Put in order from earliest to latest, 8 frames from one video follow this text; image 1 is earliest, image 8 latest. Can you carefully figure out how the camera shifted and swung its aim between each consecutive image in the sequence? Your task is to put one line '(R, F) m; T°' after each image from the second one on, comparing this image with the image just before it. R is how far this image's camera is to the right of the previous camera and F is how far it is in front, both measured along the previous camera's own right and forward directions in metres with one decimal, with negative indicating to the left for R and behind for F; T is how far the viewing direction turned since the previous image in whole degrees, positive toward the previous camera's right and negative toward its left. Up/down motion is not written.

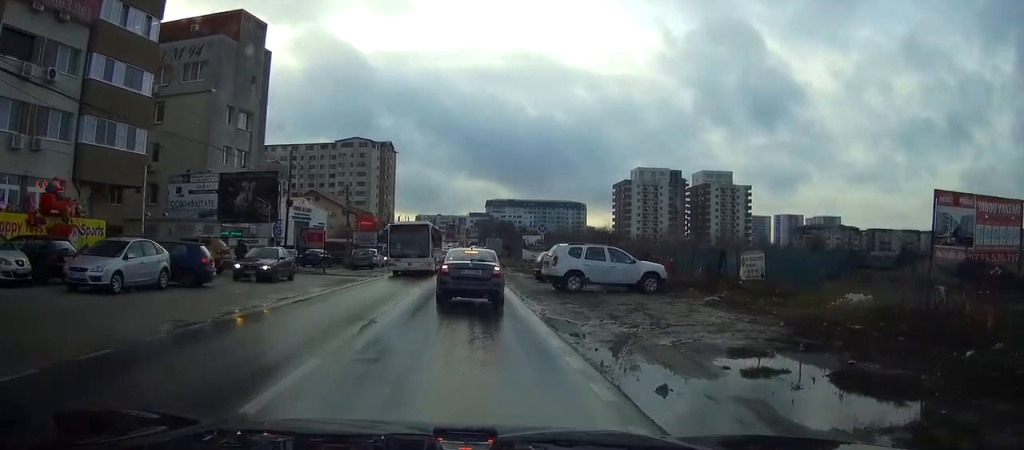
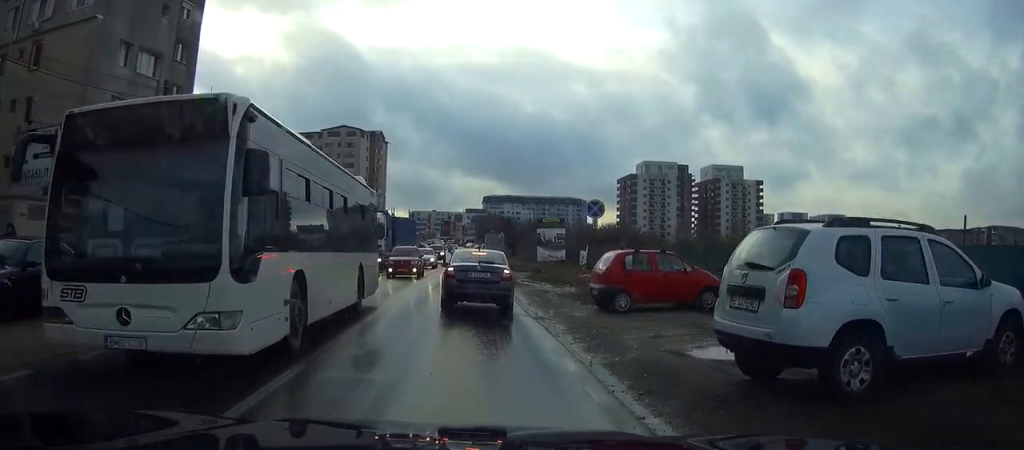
(+0.1, +18.4) m; 0°
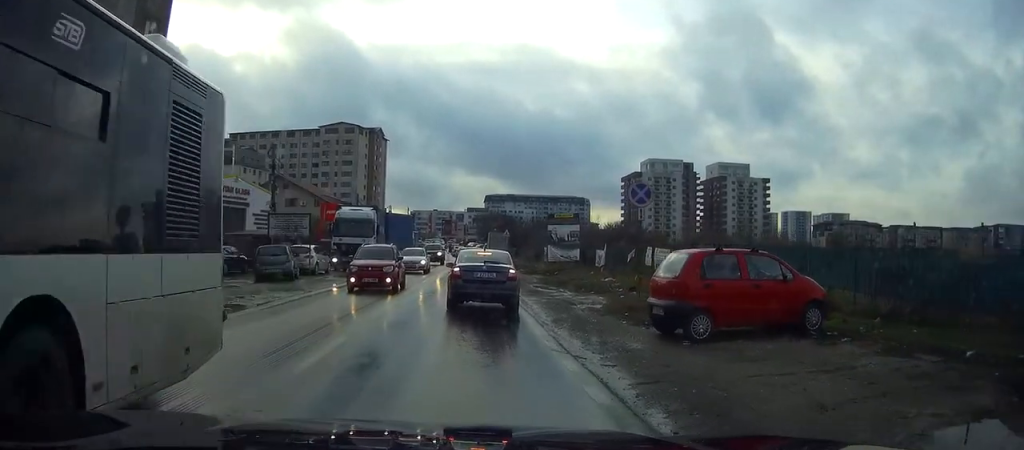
(0.0, +6.2) m; 0°
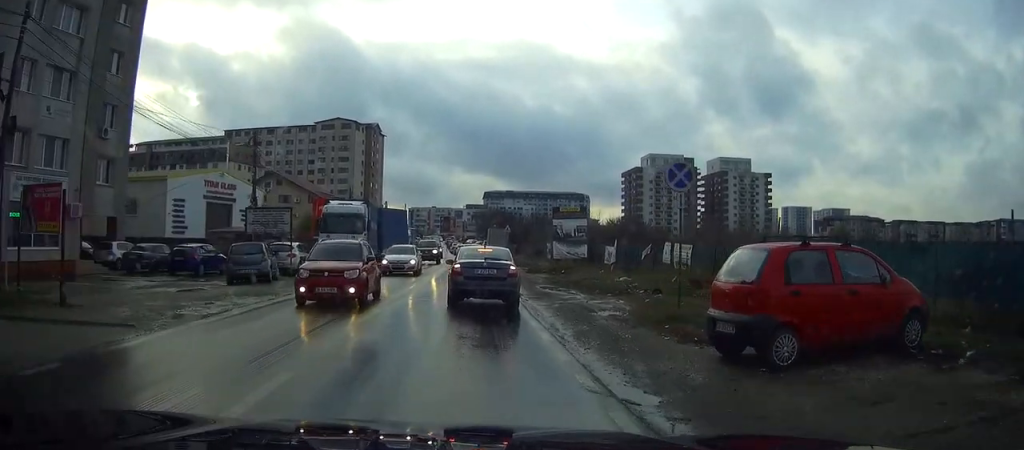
(0.0, +3.5) m; 0°
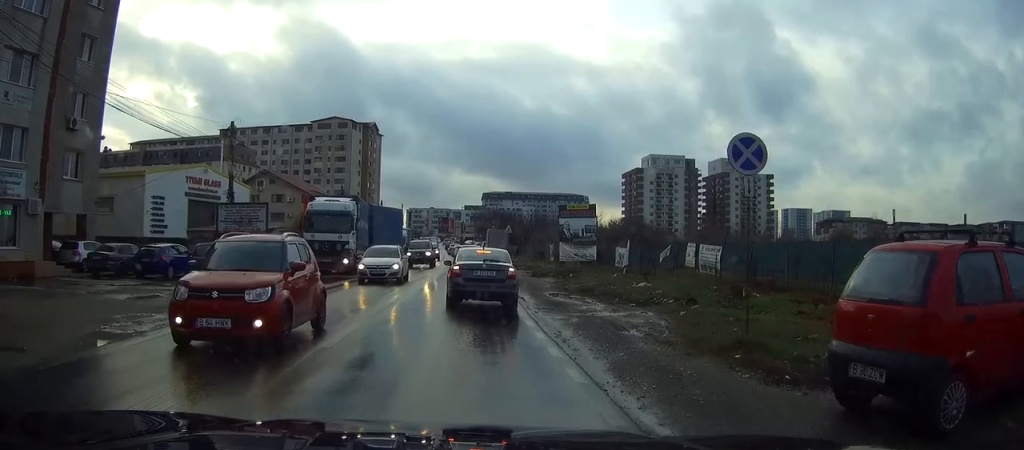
(0.0, +3.6) m; 0°
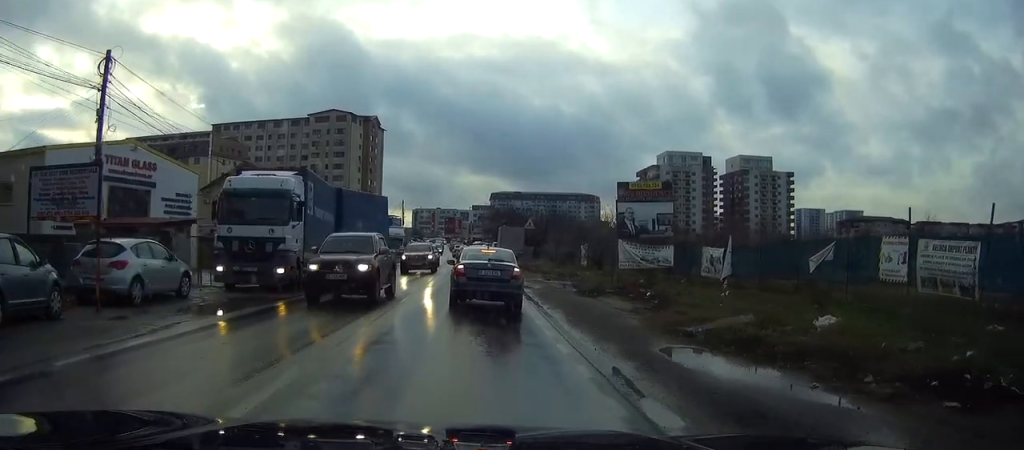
(-0.1, +14.3) m; 0°
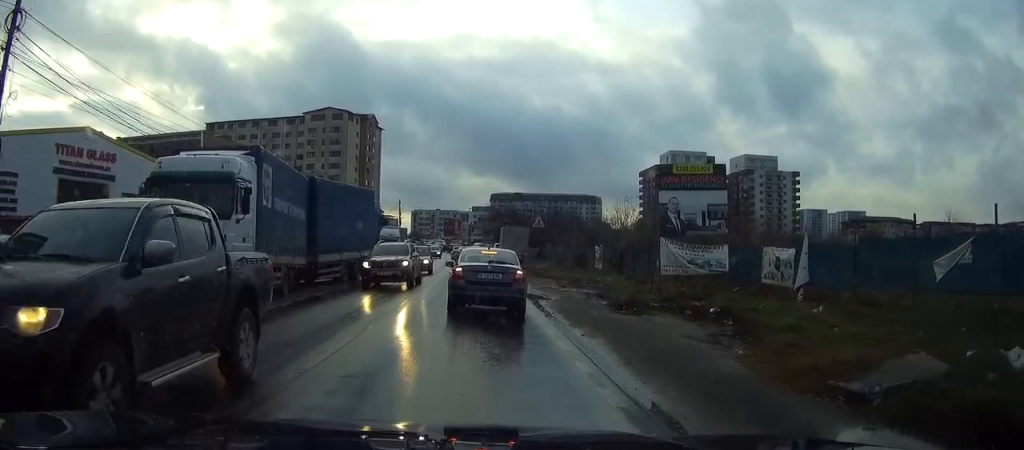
(+0.1, +5.7) m; +1°
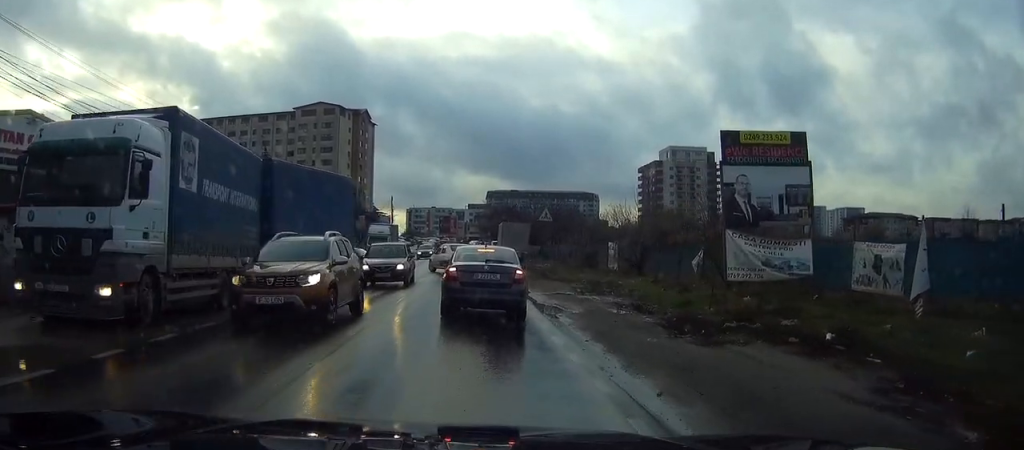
(+0.1, +5.5) m; 0°
